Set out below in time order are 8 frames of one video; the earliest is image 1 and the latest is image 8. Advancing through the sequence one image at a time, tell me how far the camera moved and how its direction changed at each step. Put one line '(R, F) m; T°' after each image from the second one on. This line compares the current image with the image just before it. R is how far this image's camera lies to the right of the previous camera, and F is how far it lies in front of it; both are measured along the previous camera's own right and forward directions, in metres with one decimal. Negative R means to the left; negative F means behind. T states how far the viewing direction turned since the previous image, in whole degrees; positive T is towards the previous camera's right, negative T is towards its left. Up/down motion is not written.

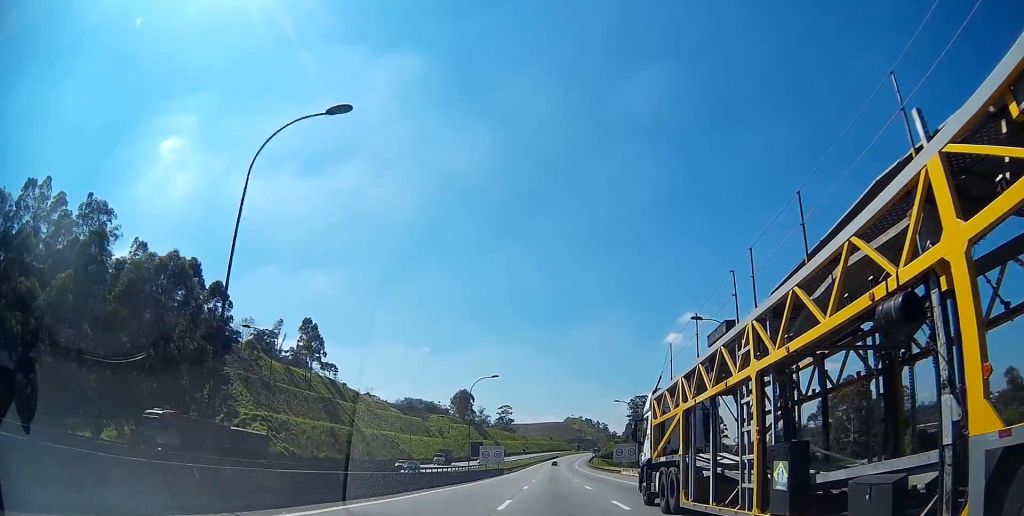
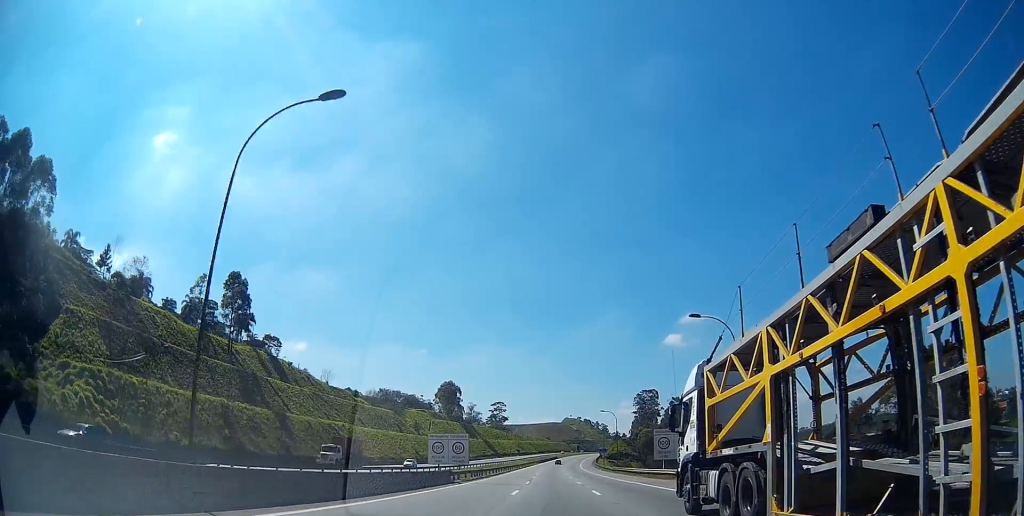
(+0.2, +42.6) m; 0°
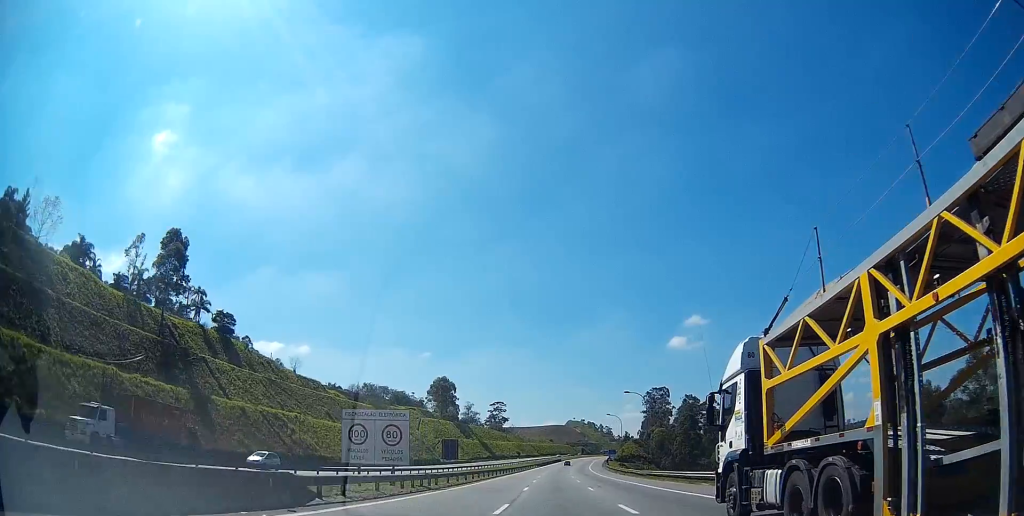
(-0.1, +25.4) m; 0°
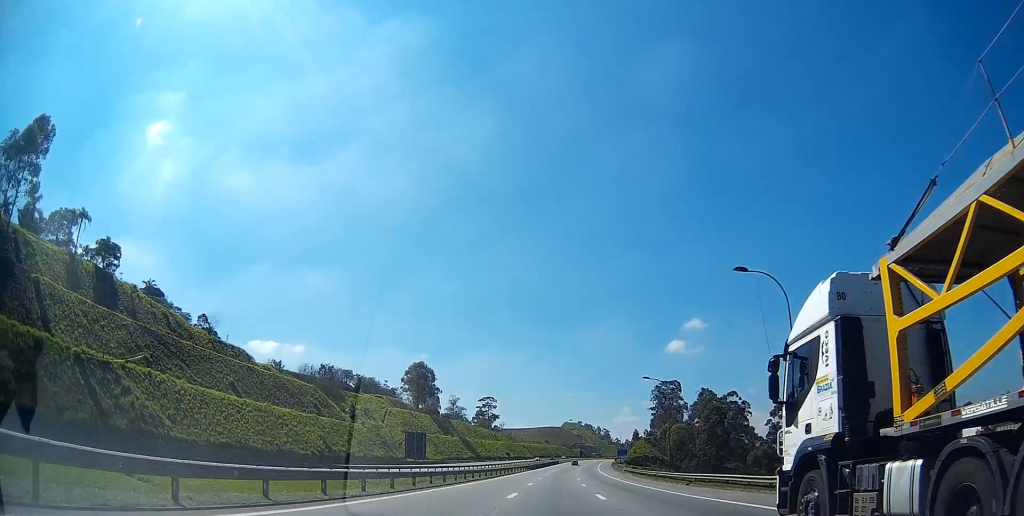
(0.0, +39.0) m; 0°
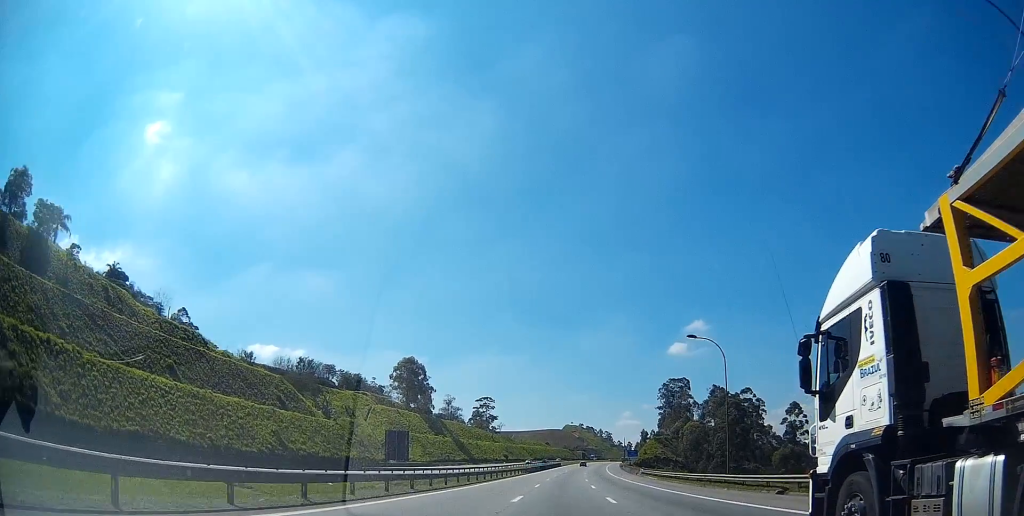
(0.0, +19.9) m; 0°
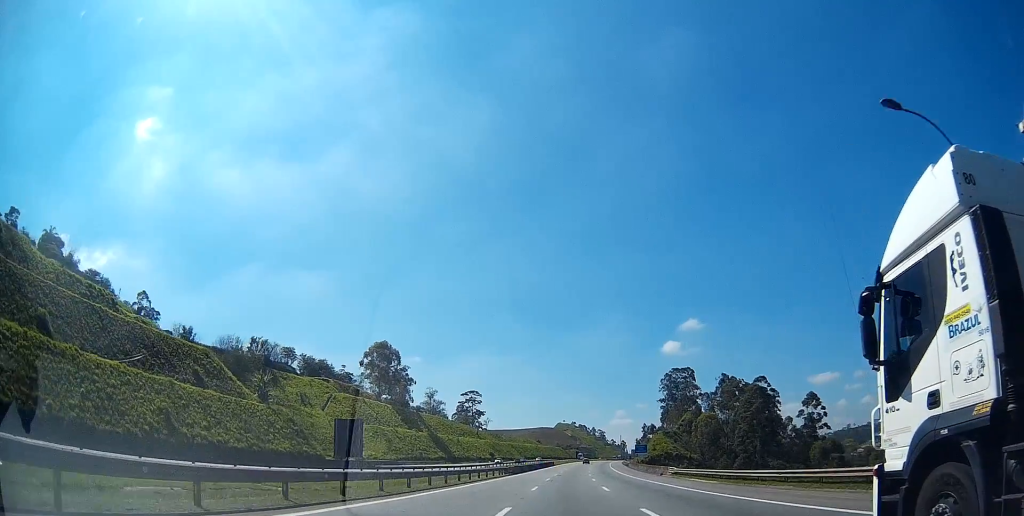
(-0.1, +28.1) m; 0°
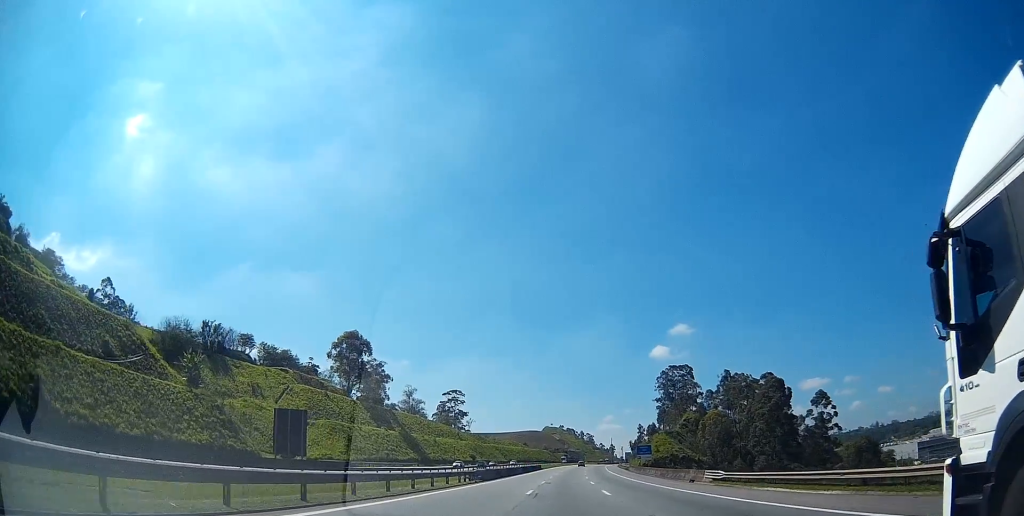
(0.0, +20.0) m; +1°
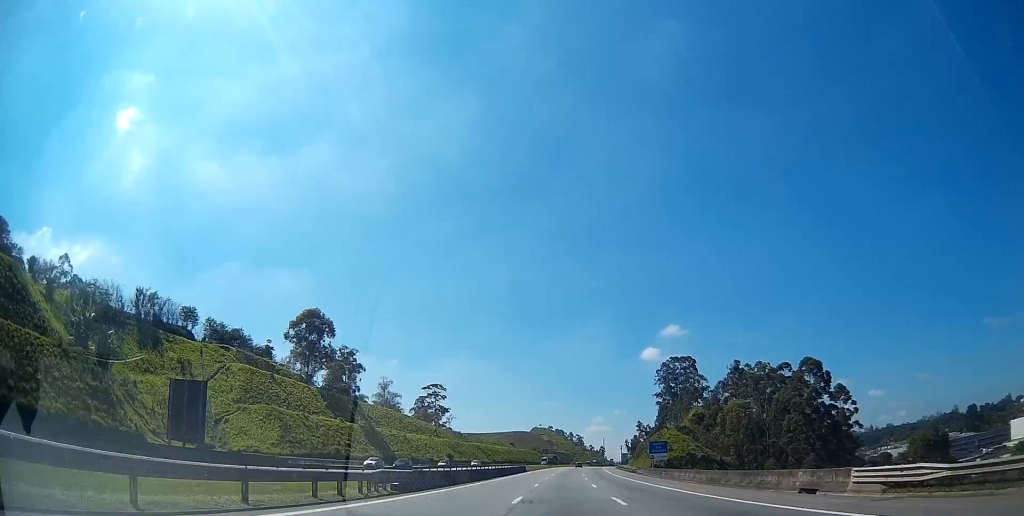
(+0.2, +24.0) m; +2°
